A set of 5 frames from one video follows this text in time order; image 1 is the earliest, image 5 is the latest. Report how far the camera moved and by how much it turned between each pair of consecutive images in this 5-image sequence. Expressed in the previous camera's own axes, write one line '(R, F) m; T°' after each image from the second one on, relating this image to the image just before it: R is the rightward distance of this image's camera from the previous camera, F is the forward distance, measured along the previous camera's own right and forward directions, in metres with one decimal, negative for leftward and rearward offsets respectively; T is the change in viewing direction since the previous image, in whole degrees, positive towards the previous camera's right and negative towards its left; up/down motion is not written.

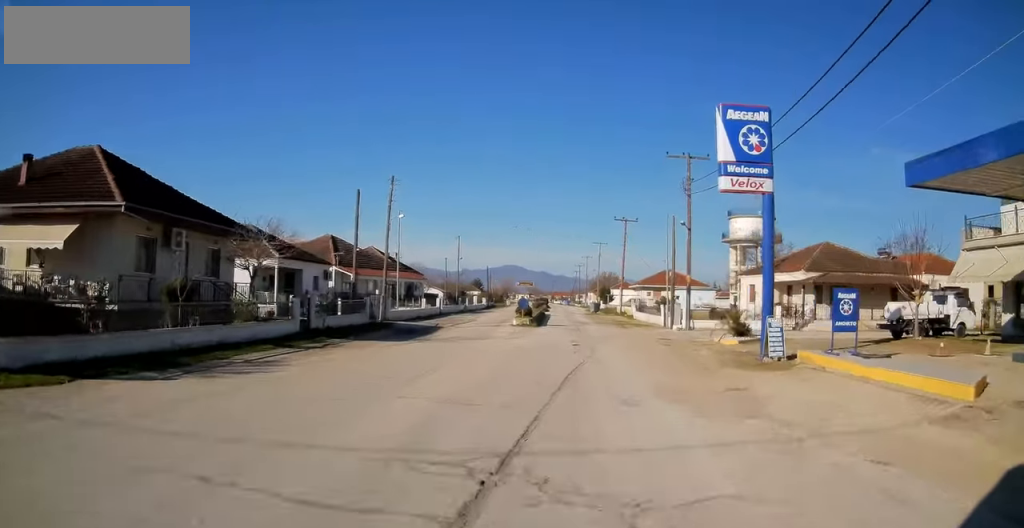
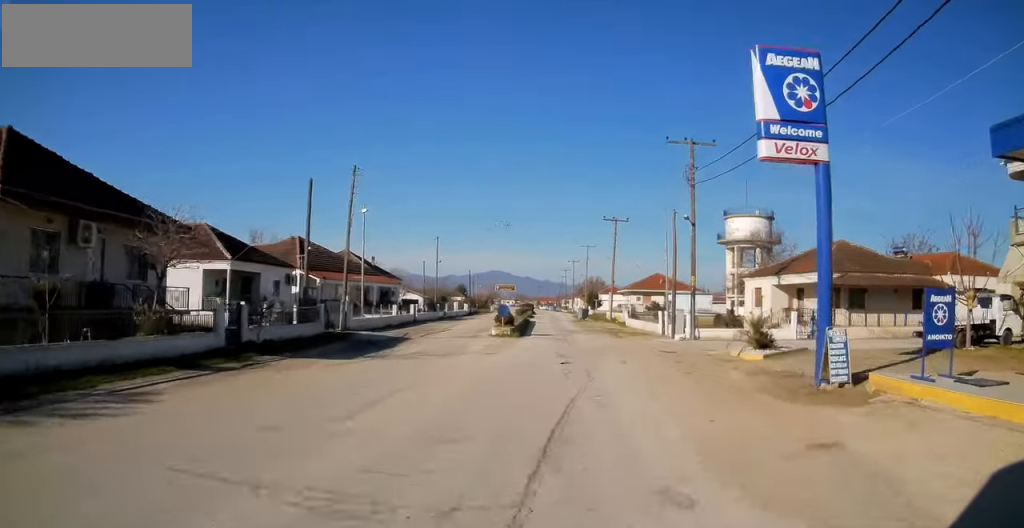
(0.0, +4.5) m; +1°
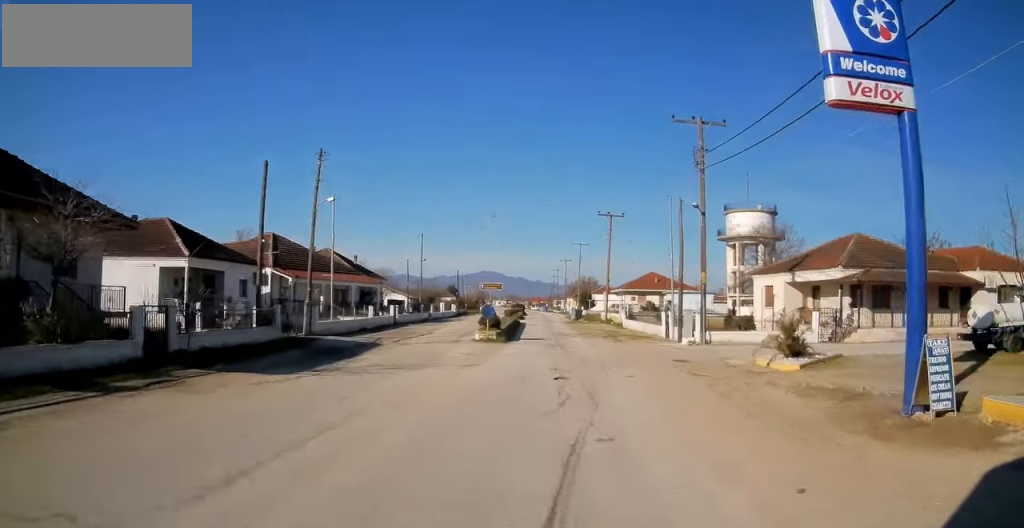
(-0.1, +3.7) m; +1°
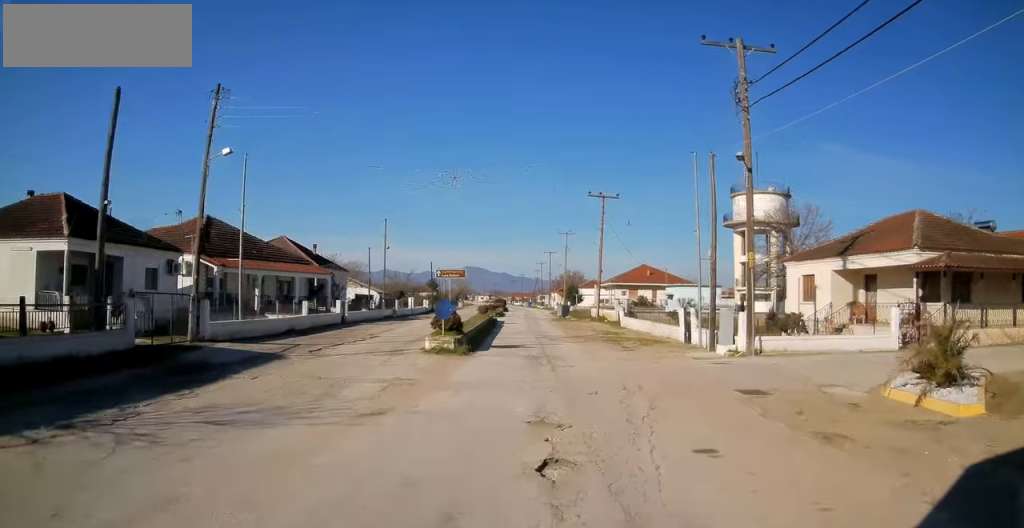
(+0.4, +8.2) m; +3°
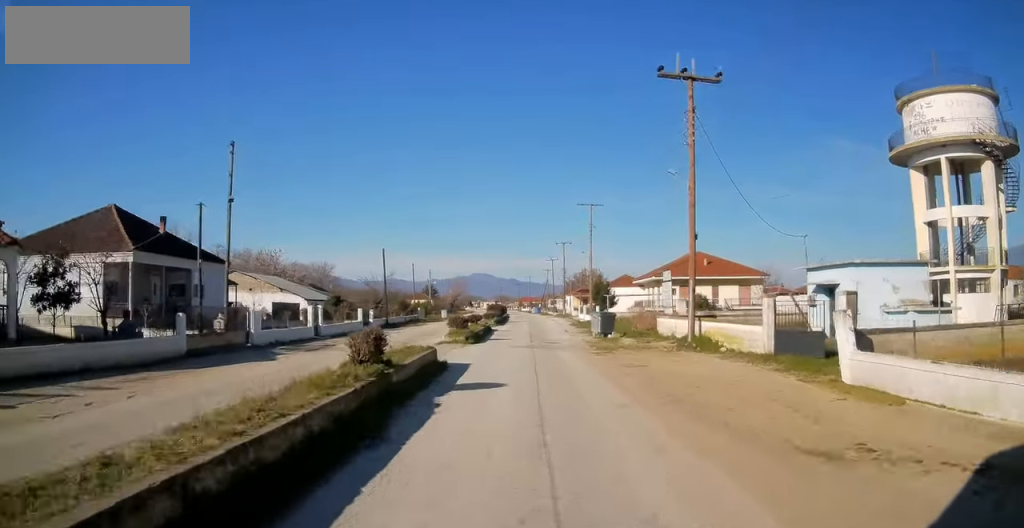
(+1.0, +28.2) m; 0°
